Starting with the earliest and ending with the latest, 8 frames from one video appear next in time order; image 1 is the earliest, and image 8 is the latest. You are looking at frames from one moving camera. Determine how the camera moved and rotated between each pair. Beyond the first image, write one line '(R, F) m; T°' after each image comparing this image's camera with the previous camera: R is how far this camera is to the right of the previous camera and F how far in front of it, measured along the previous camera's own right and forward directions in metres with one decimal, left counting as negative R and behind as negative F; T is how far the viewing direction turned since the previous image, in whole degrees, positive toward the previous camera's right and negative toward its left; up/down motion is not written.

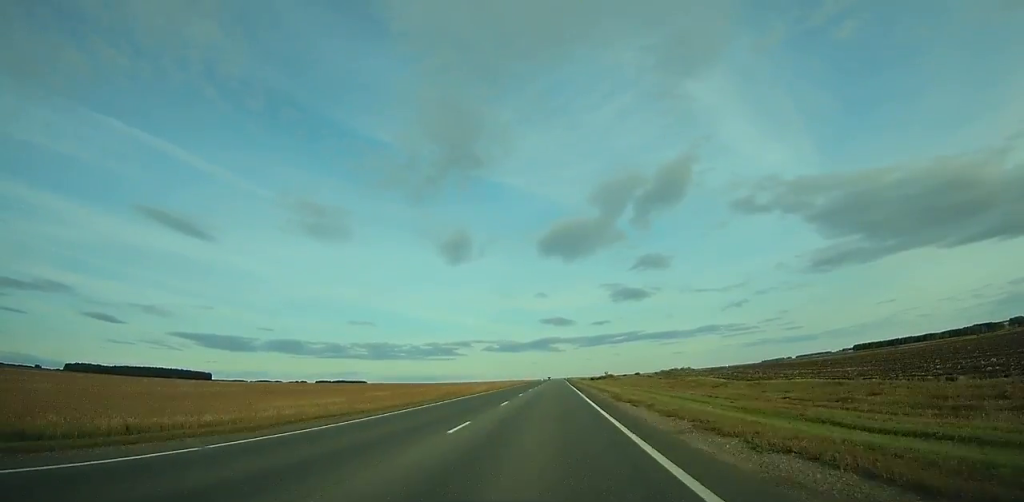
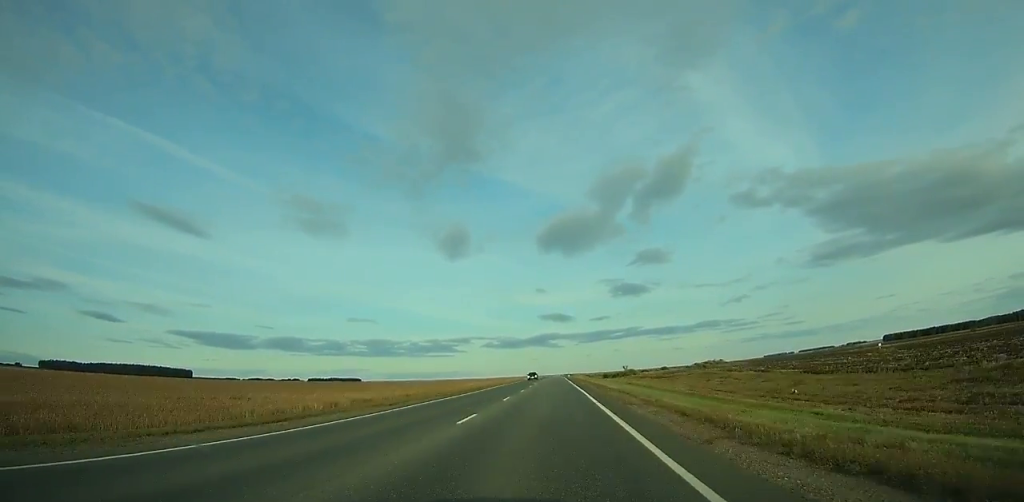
(+0.2, +83.2) m; 0°
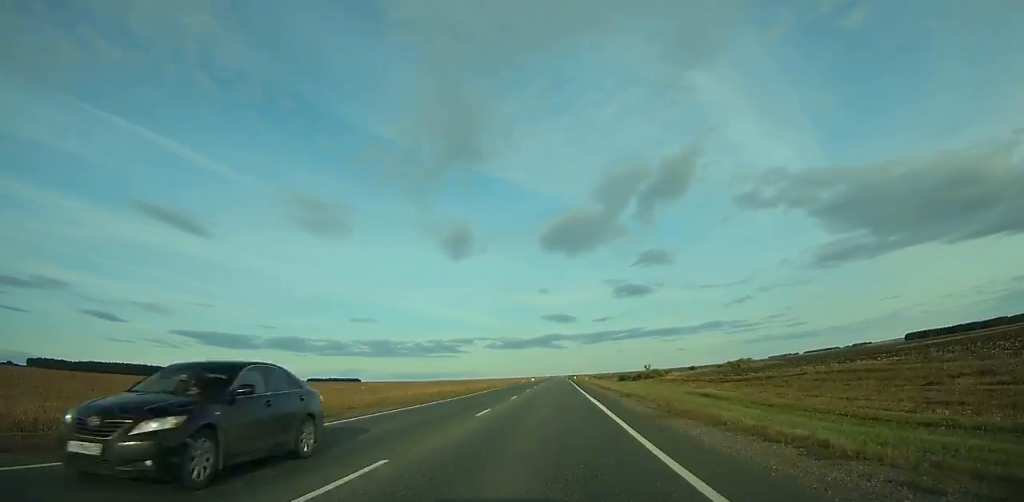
(0.0, +45.4) m; 0°
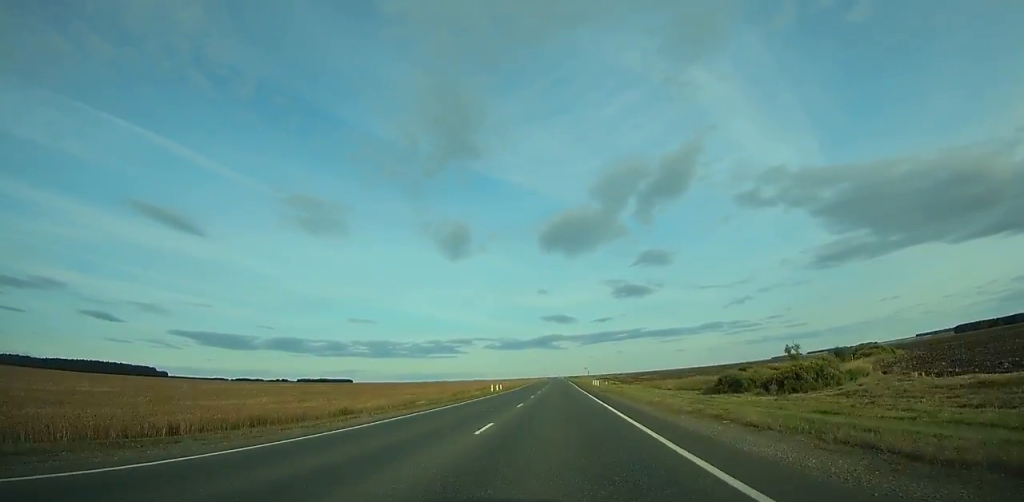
(-0.2, +101.3) m; 0°
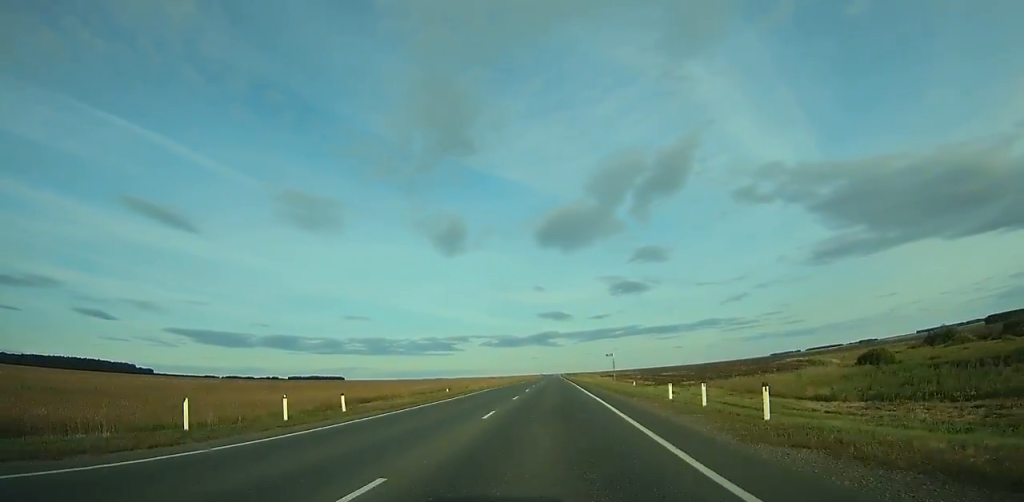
(0.0, +58.4) m; 0°
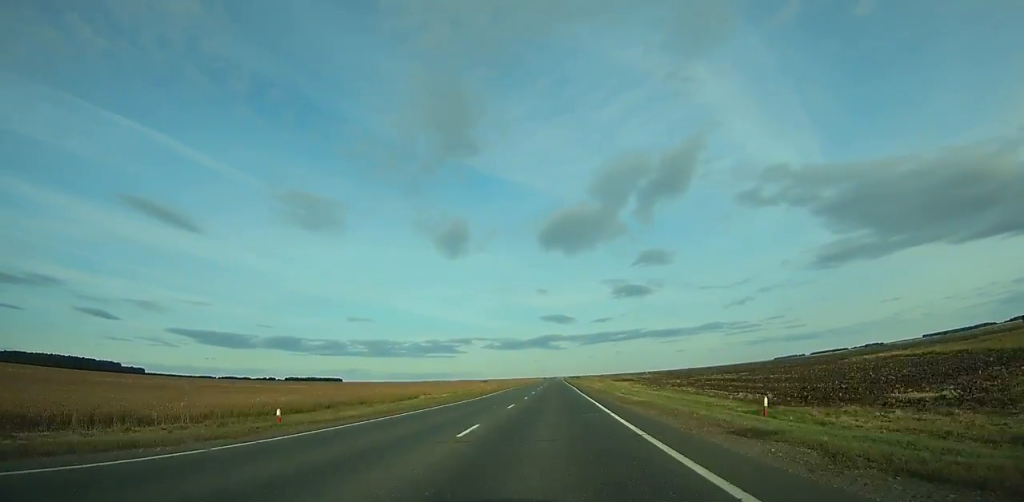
(+0.1, +52.7) m; 0°
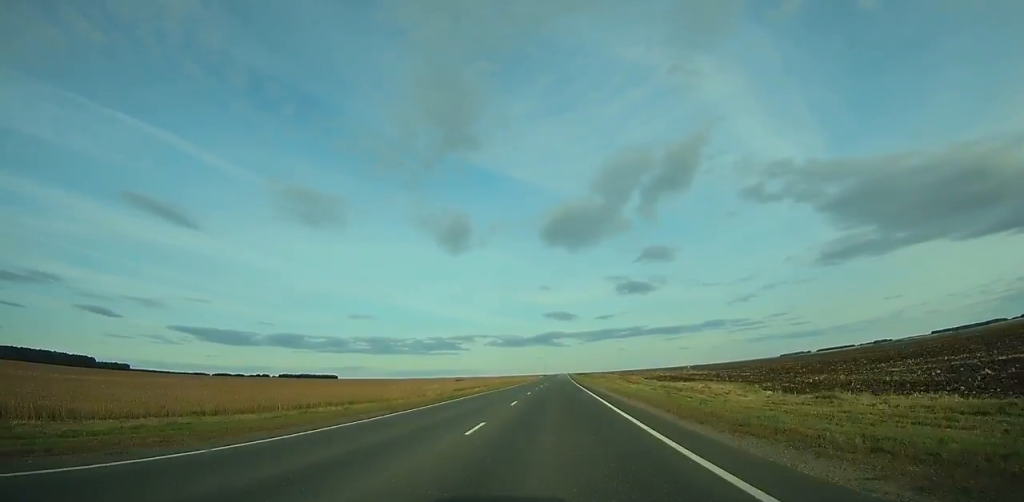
(-0.1, +86.2) m; 0°
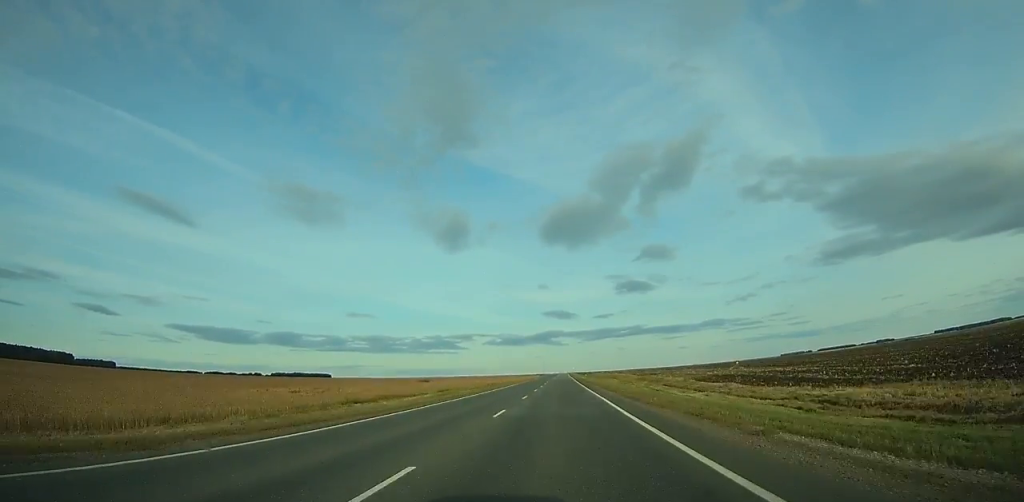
(-0.2, +56.3) m; 0°
